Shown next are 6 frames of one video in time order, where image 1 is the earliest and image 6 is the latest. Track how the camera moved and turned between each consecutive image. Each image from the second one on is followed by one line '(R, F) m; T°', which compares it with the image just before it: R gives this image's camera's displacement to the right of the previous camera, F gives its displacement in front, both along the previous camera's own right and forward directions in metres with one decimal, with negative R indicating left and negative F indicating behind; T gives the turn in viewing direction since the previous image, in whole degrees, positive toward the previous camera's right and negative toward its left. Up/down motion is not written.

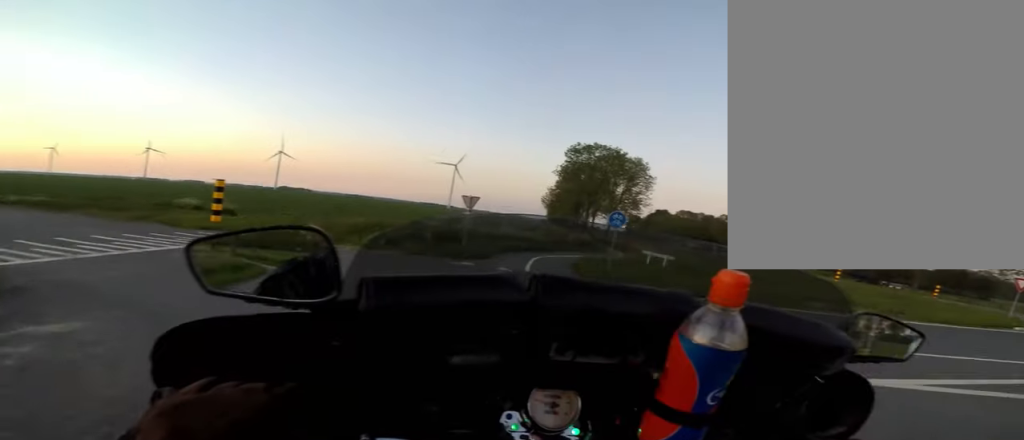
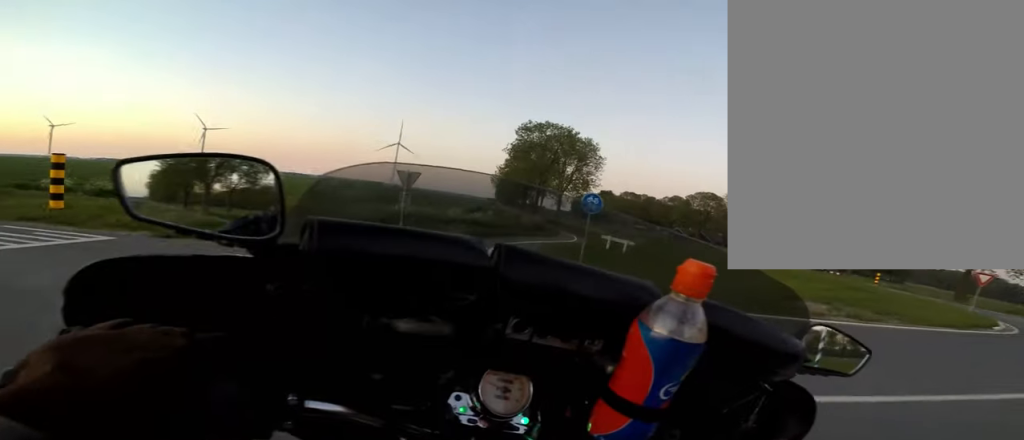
(-0.6, +2.7) m; +4°
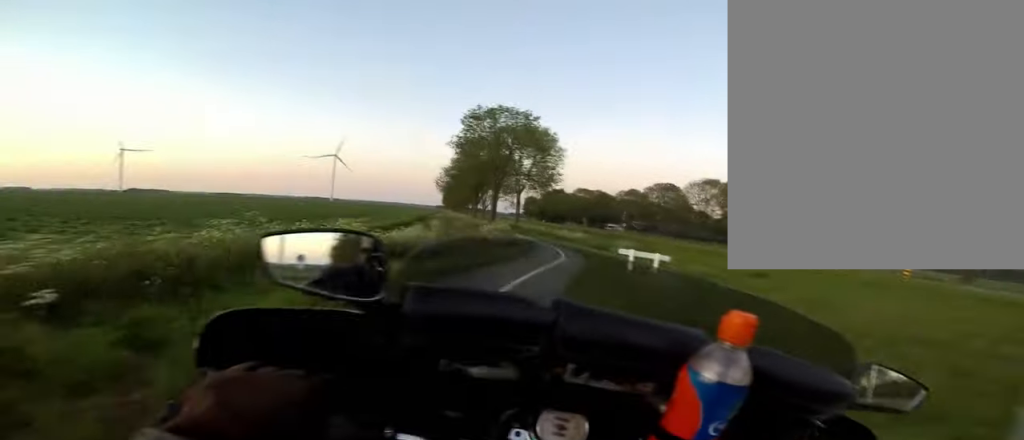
(+4.1, +9.6) m; +30°
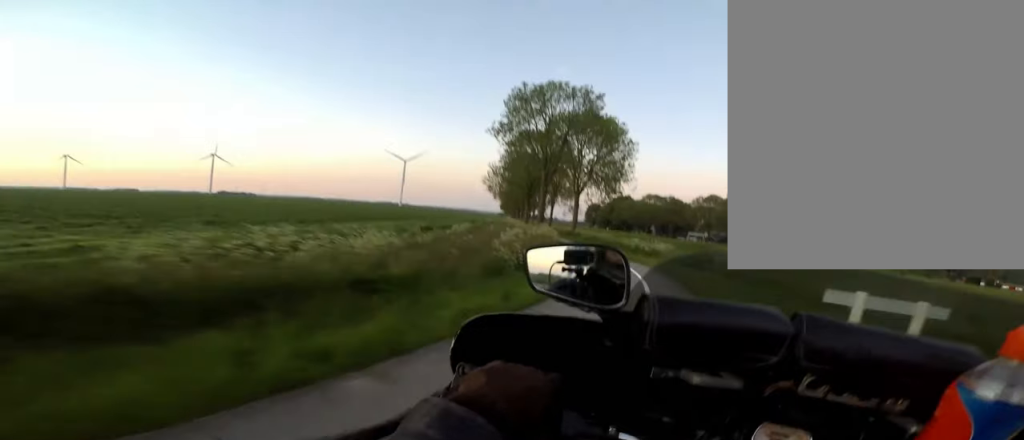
(-0.1, +9.3) m; -10°
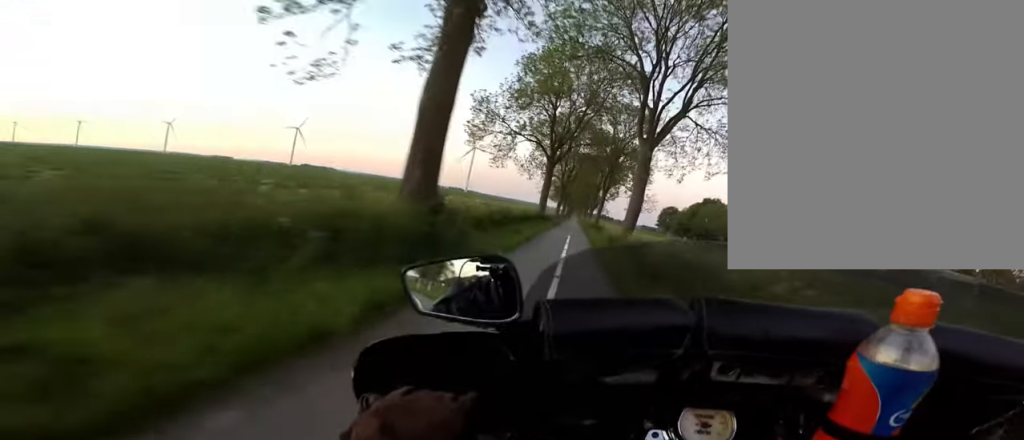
(-2.1, +27.1) m; -6°
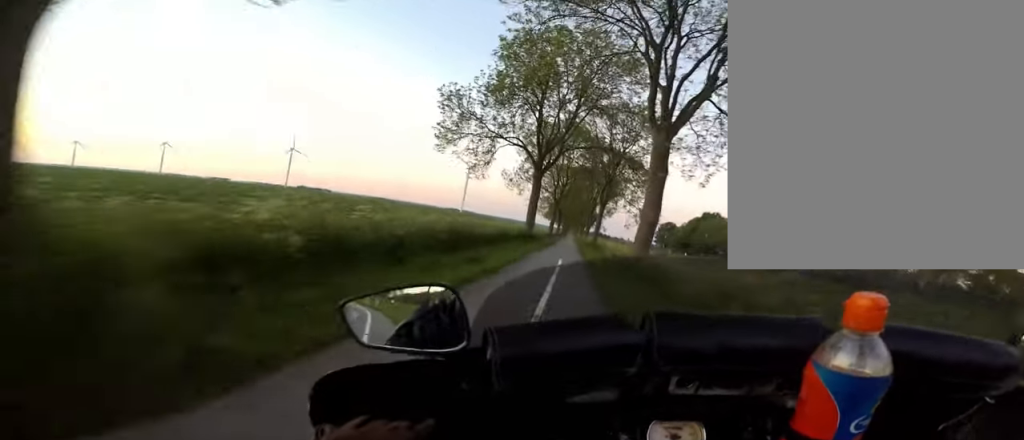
(+0.2, +5.0) m; -3°
